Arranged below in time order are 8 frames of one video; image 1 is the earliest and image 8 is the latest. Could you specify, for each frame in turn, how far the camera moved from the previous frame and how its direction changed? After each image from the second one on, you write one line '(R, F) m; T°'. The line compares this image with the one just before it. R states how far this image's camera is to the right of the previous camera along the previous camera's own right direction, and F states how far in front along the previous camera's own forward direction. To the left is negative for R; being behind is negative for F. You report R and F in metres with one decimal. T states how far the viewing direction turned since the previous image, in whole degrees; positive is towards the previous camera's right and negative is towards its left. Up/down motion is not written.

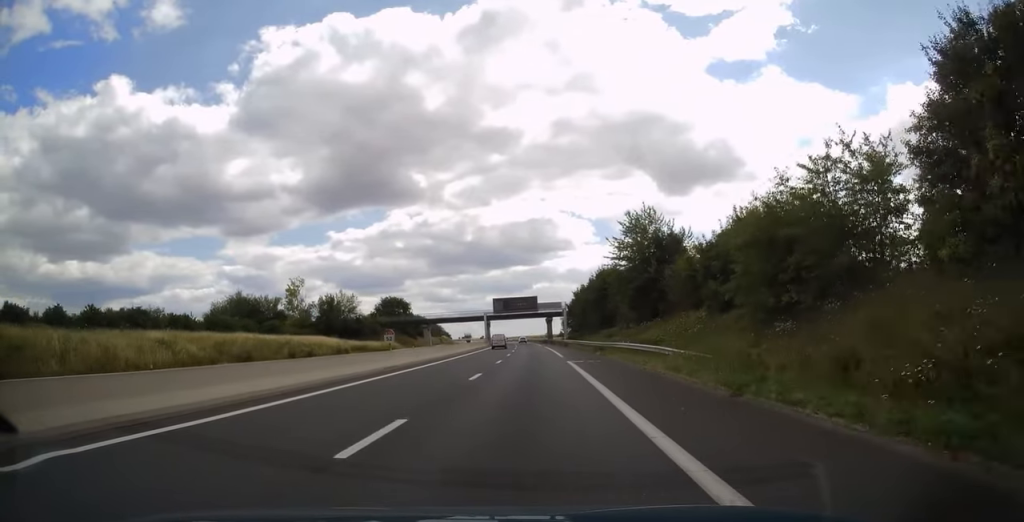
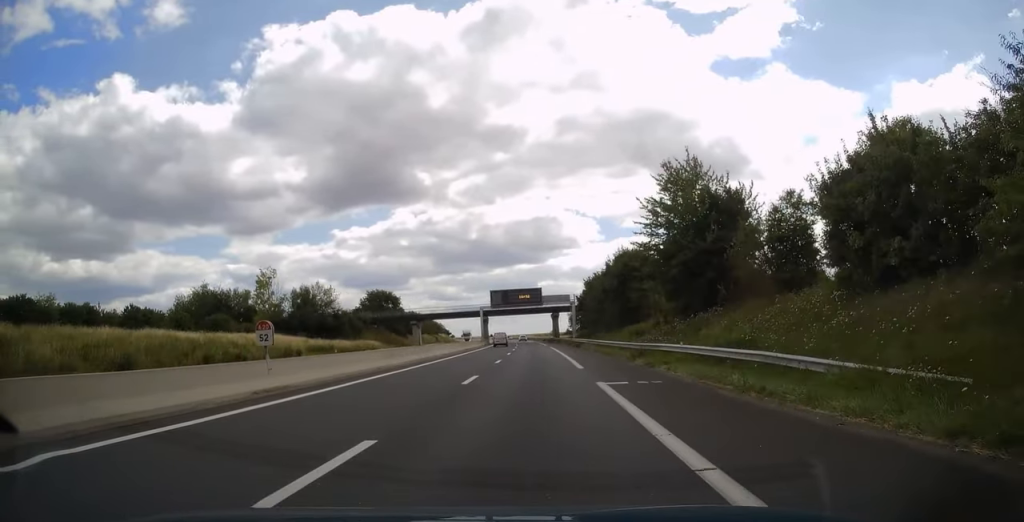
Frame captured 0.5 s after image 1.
(0.0, +14.7) m; 0°
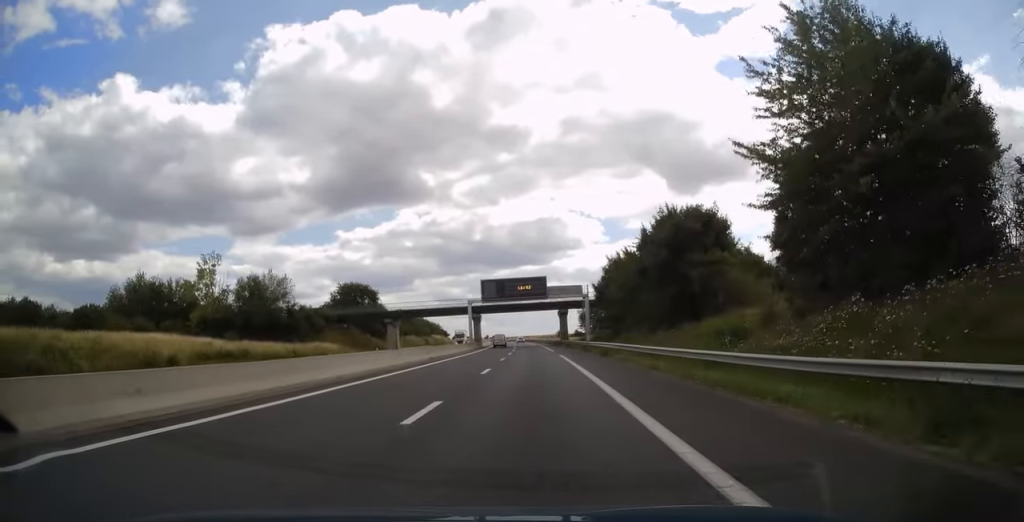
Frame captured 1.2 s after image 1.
(+0.1, +20.2) m; -1°
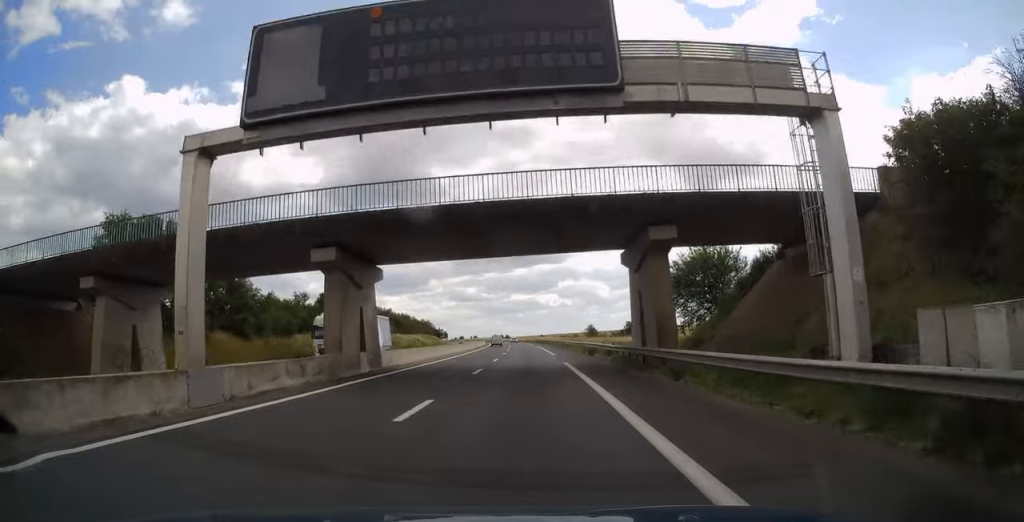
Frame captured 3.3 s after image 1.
(-1.4, +62.6) m; -2°
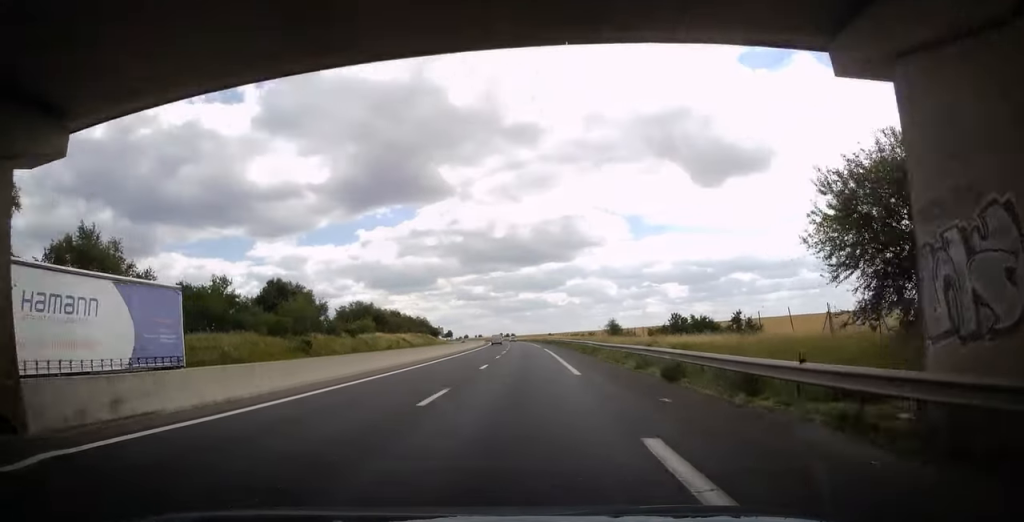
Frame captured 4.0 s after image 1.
(-0.1, +21.6) m; -1°
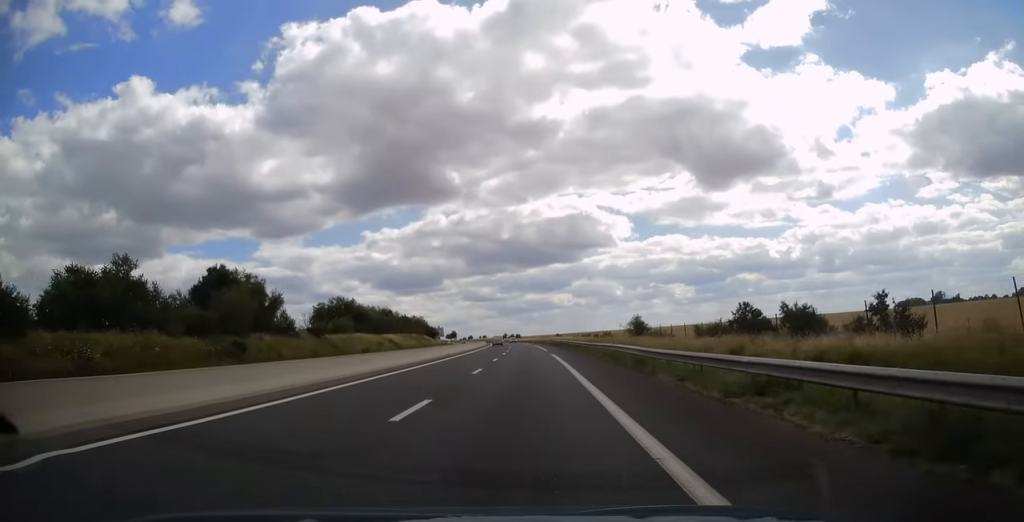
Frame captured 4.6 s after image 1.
(-0.2, +15.7) m; 0°
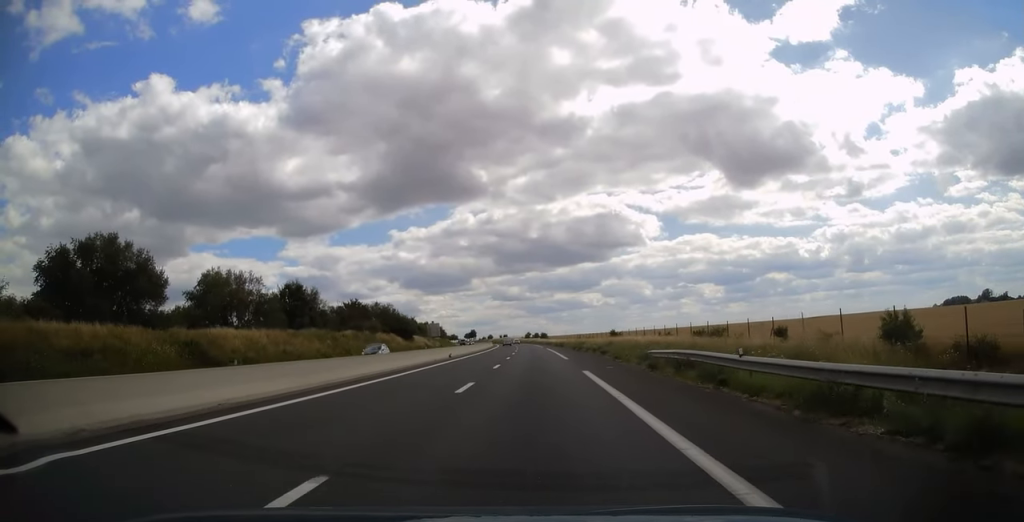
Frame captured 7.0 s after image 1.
(-1.3, +69.9) m; -2°
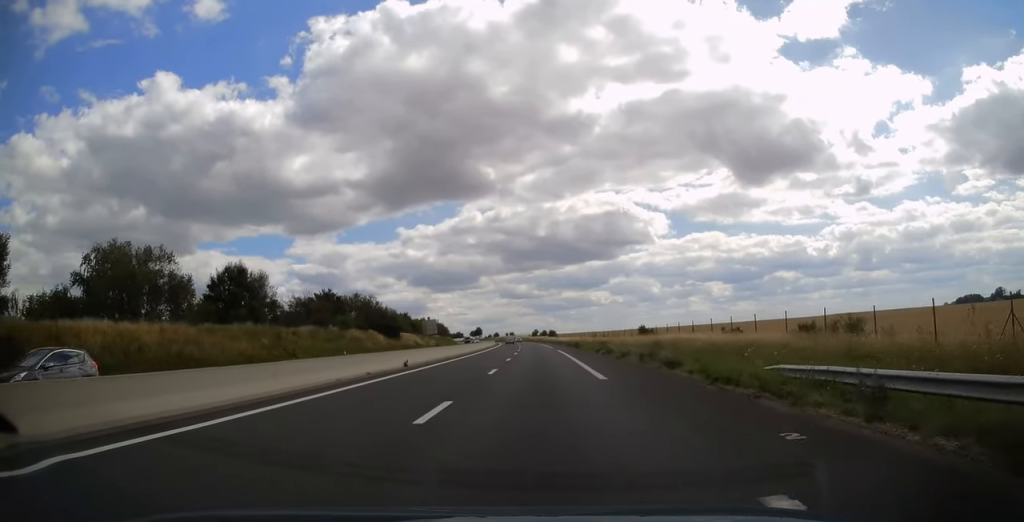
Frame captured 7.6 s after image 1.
(-0.2, +18.1) m; -1°
